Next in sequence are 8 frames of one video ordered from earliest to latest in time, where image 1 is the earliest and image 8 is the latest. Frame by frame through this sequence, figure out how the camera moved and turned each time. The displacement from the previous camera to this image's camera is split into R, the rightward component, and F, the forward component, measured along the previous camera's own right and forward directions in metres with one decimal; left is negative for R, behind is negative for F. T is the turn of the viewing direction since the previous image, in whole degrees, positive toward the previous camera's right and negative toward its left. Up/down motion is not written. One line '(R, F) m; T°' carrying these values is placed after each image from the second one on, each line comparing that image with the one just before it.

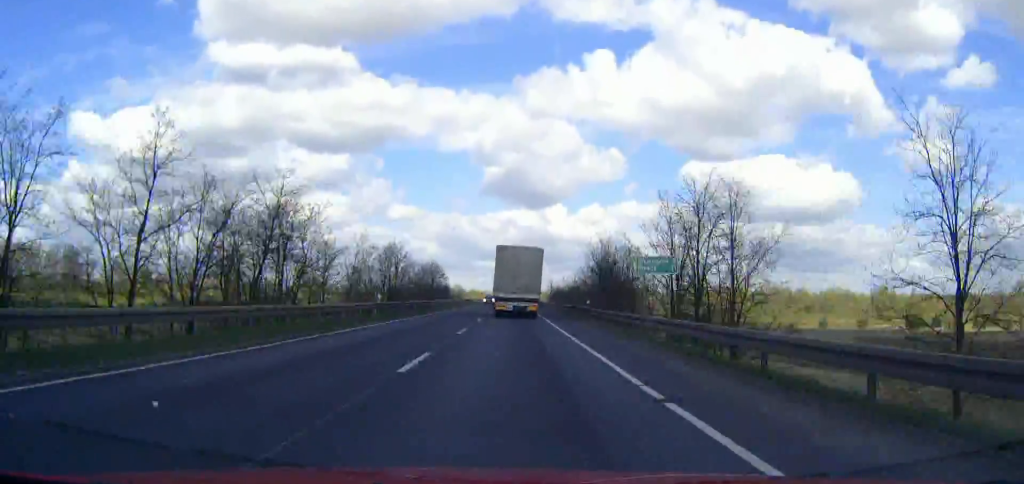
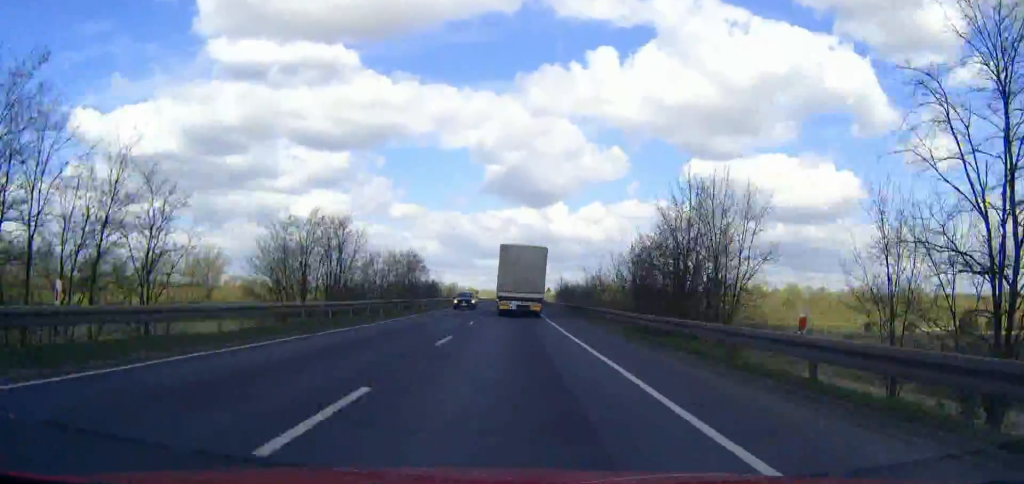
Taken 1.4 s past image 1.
(0.0, +30.3) m; 0°
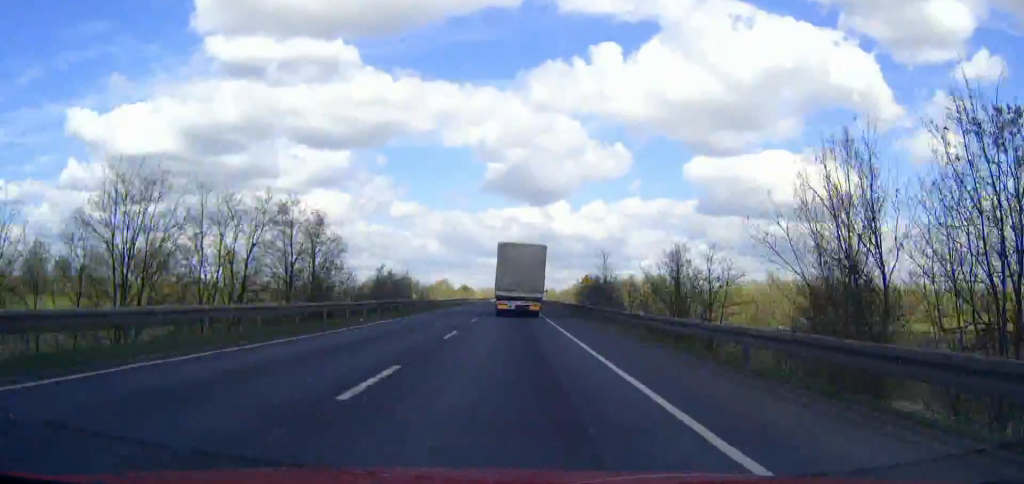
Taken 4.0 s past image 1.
(-0.1, +56.7) m; 0°
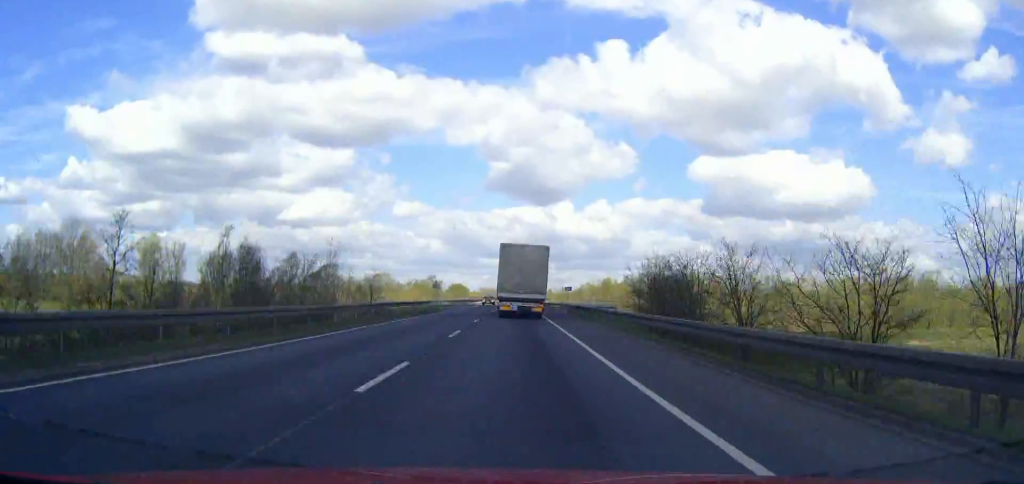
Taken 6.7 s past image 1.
(-0.1, +59.4) m; 0°
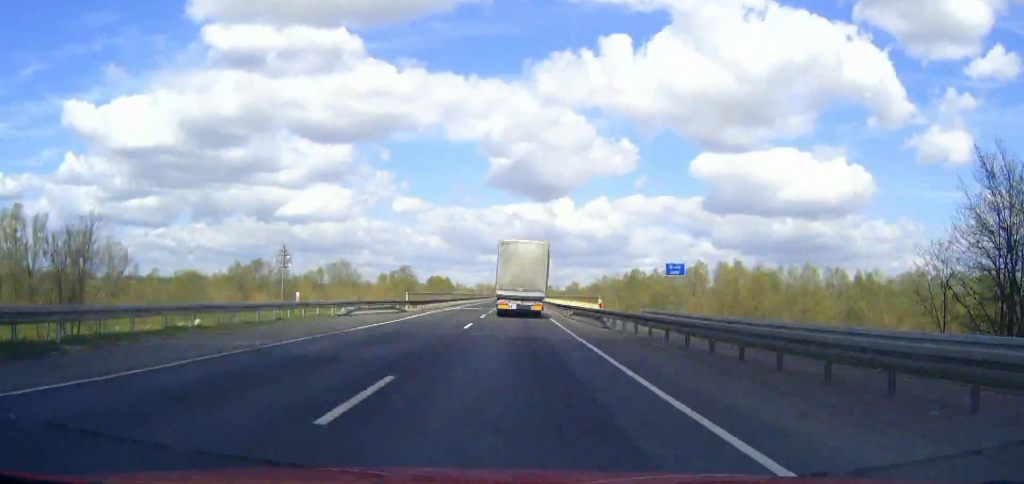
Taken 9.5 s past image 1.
(0.0, +62.2) m; 0°
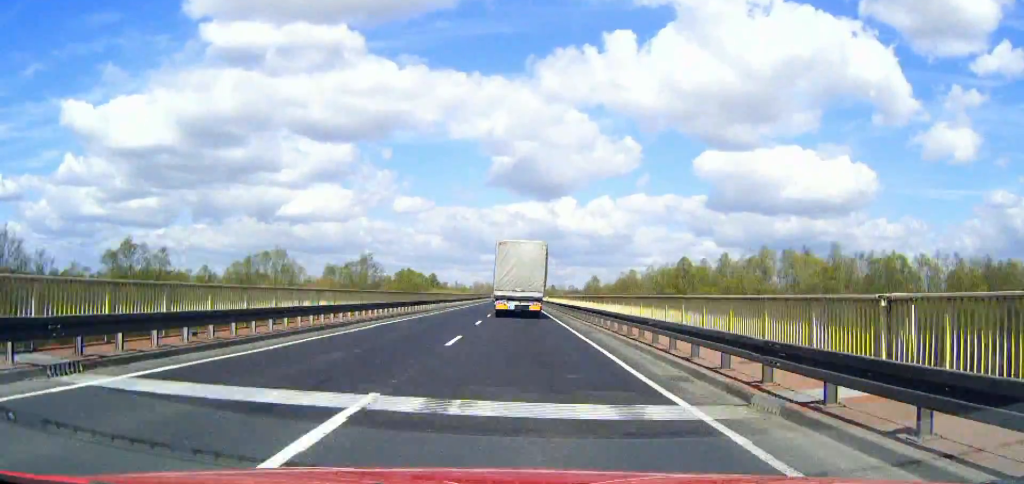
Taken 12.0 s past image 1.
(0.0, +56.0) m; 0°
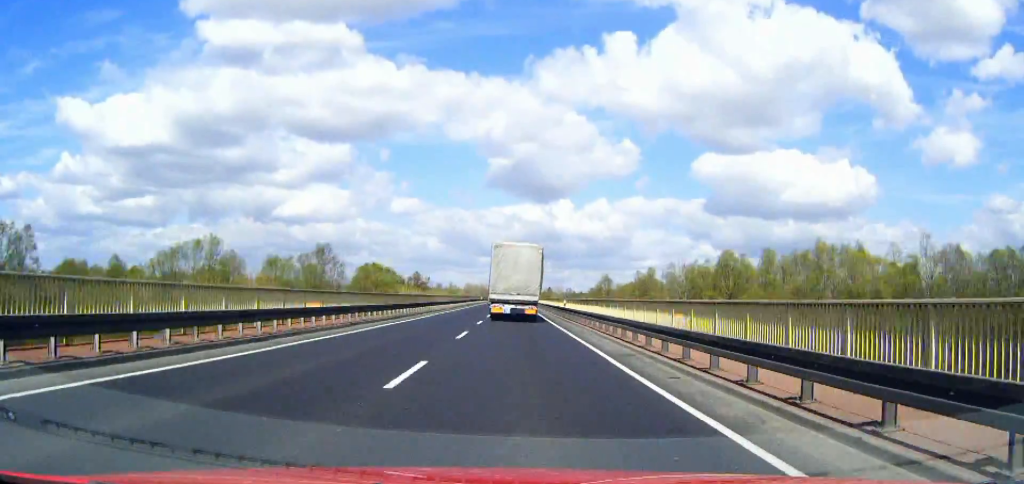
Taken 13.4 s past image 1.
(0.0, +31.4) m; 0°
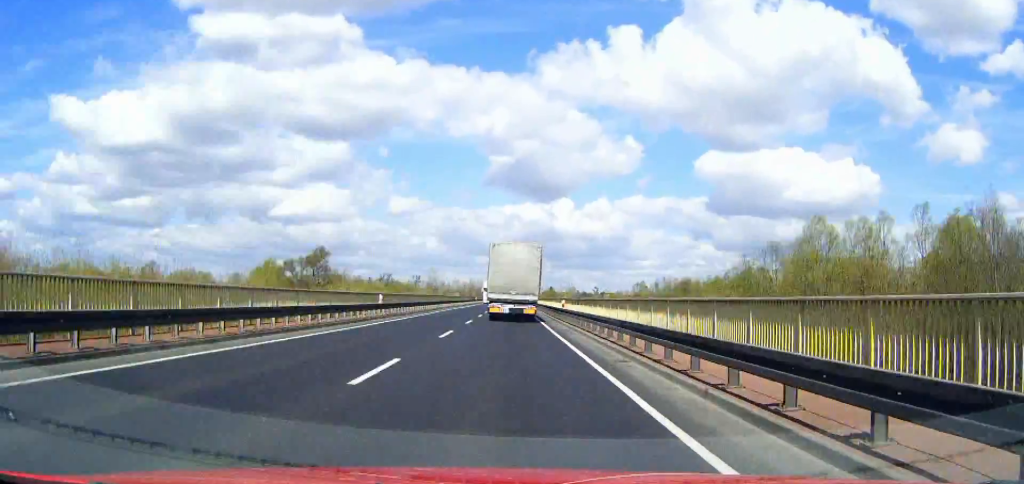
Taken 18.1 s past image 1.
(0.0, +105.8) m; 0°
